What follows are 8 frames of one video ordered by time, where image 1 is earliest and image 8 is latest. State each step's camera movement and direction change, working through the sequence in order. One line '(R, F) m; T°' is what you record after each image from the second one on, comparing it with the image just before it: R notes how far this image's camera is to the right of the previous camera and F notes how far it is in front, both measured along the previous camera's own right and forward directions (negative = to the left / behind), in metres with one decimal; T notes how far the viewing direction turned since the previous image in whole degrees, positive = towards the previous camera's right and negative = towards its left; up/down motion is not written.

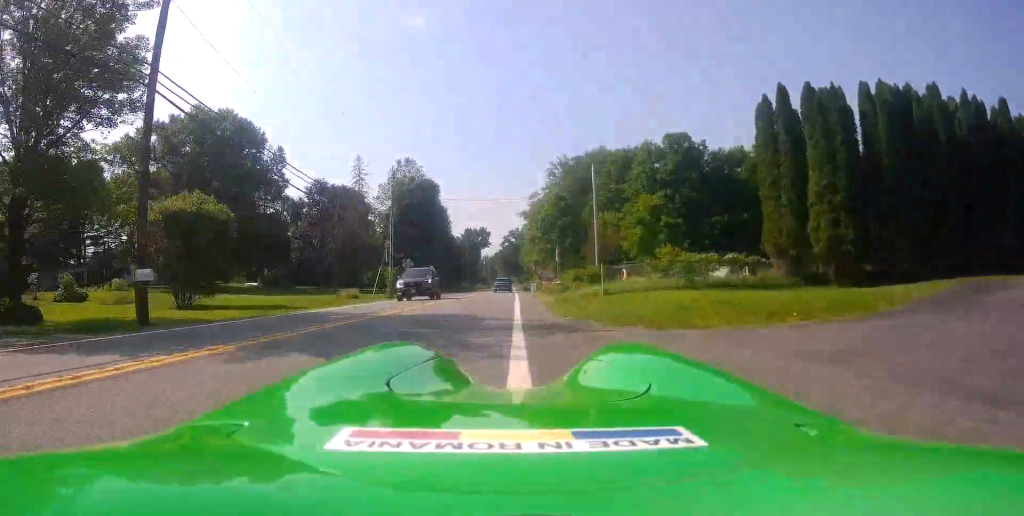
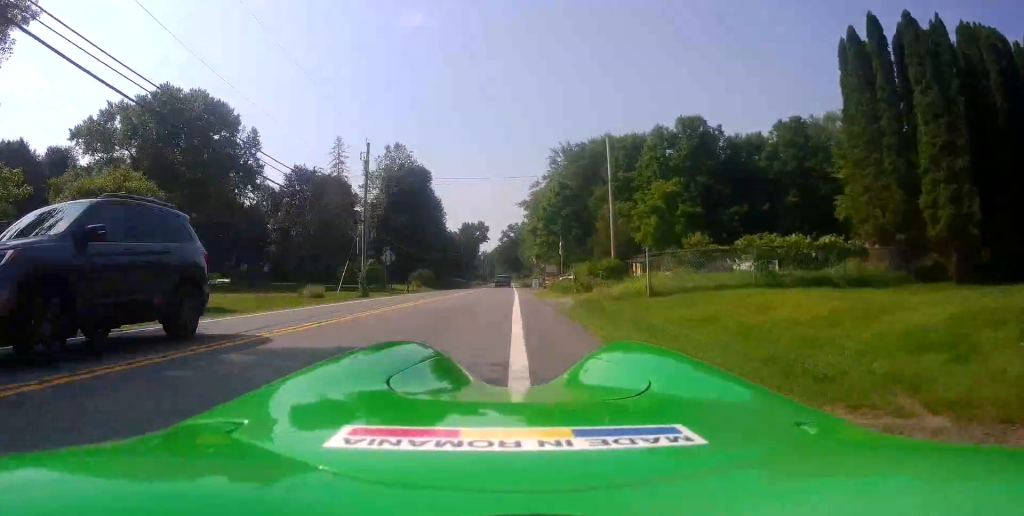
(-0.3, +8.2) m; -2°
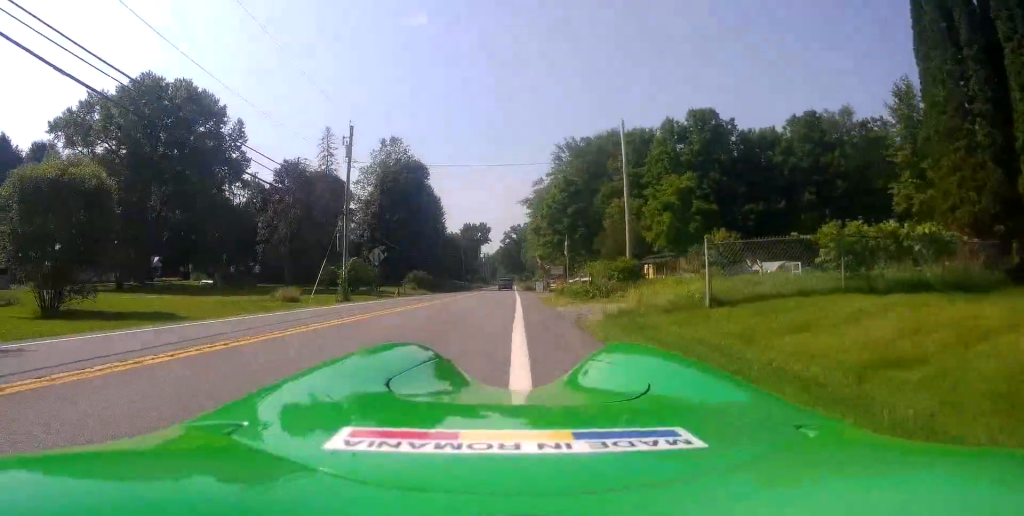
(0.0, +4.6) m; 0°
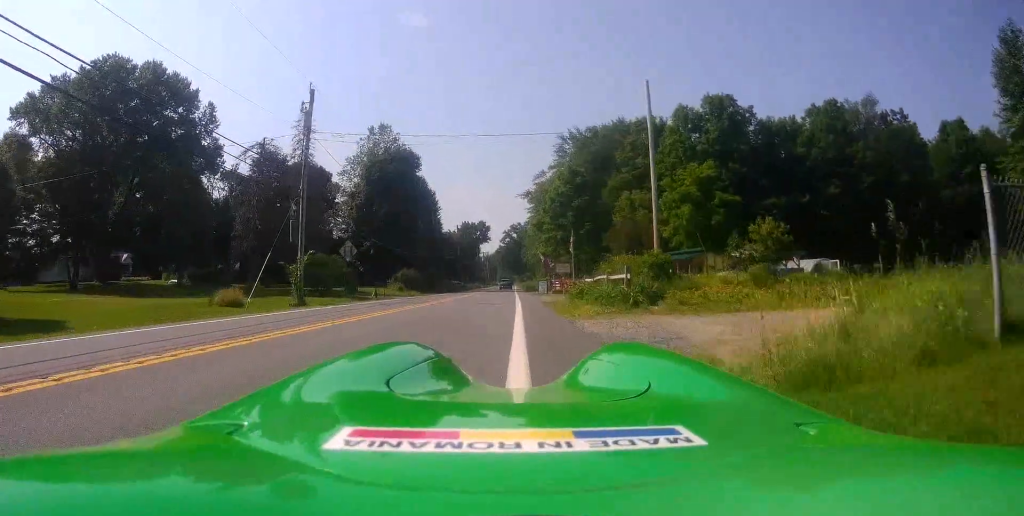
(0.0, +7.1) m; 0°
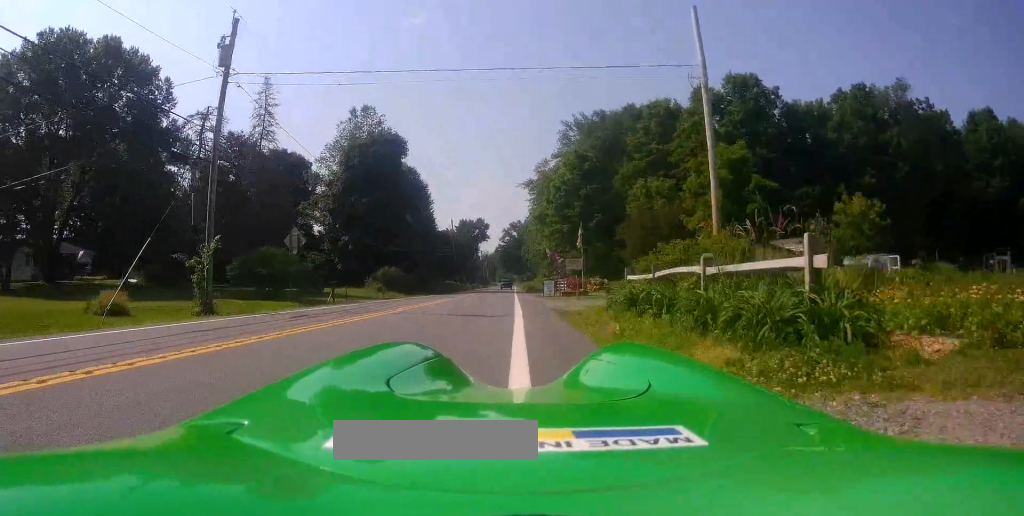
(0.0, +8.6) m; 0°
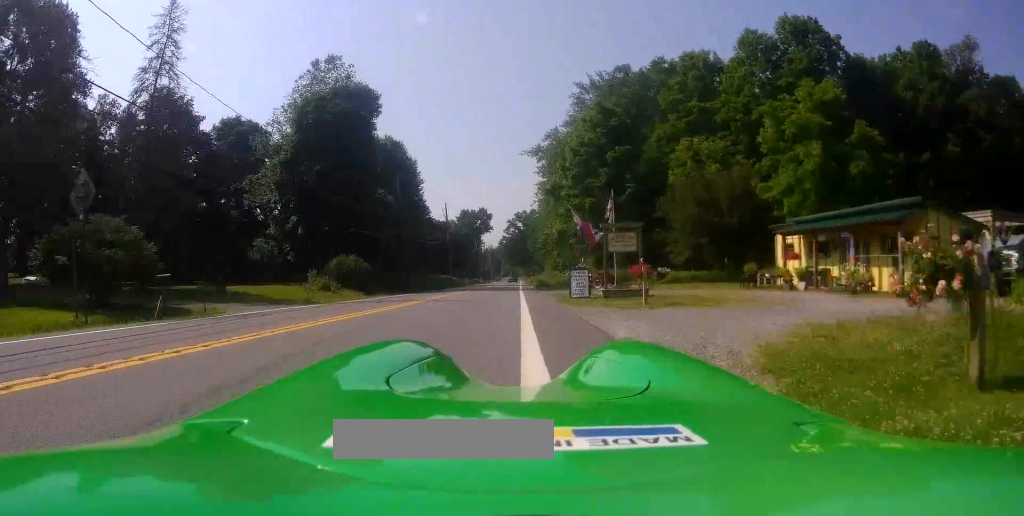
(-0.1, +15.1) m; -2°
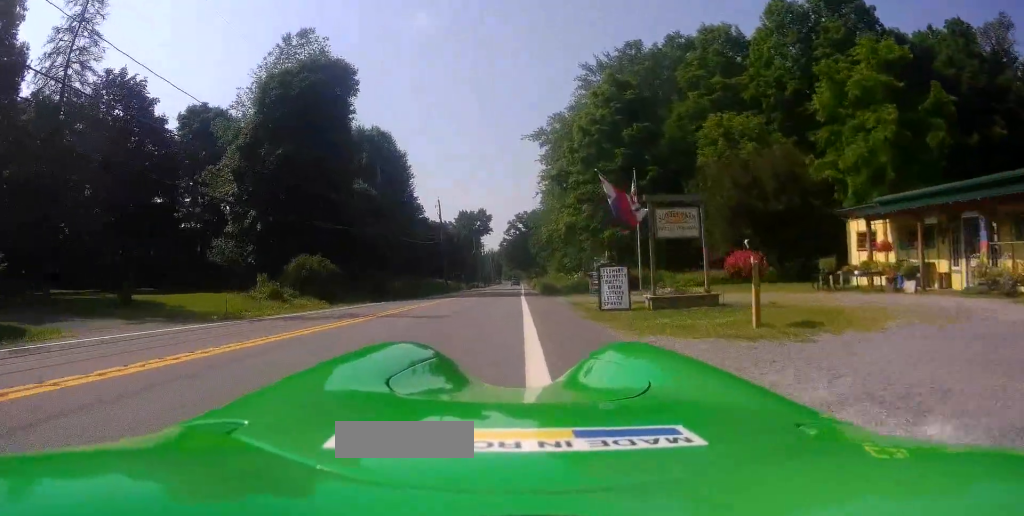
(-0.3, +7.2) m; 0°
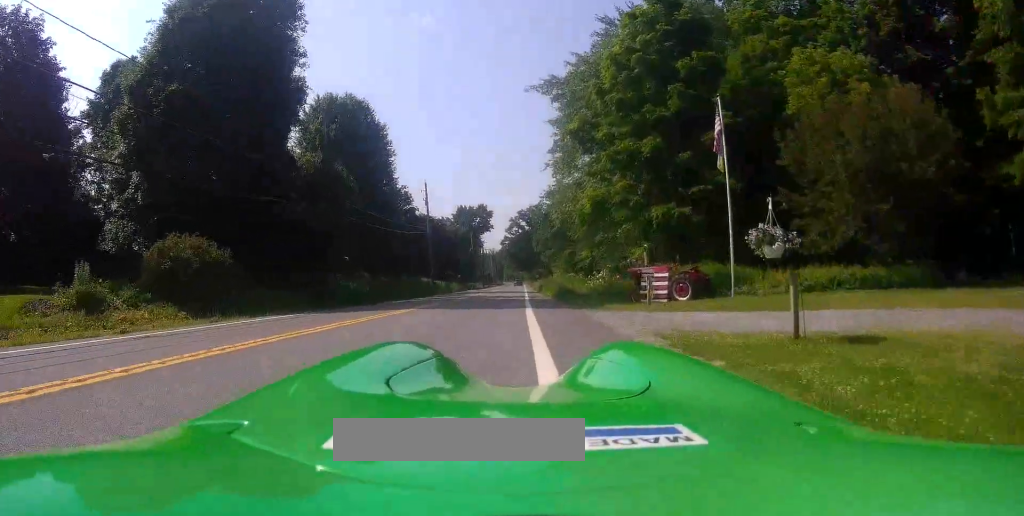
(+0.4, +12.9) m; +2°
